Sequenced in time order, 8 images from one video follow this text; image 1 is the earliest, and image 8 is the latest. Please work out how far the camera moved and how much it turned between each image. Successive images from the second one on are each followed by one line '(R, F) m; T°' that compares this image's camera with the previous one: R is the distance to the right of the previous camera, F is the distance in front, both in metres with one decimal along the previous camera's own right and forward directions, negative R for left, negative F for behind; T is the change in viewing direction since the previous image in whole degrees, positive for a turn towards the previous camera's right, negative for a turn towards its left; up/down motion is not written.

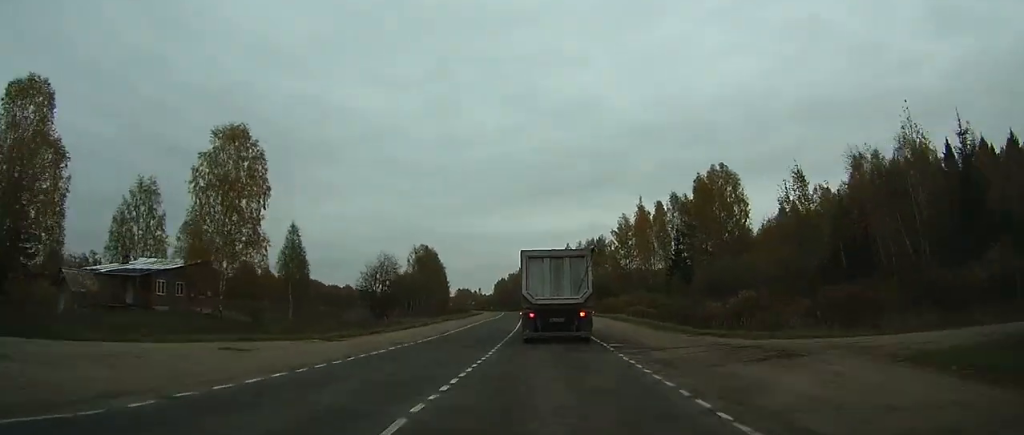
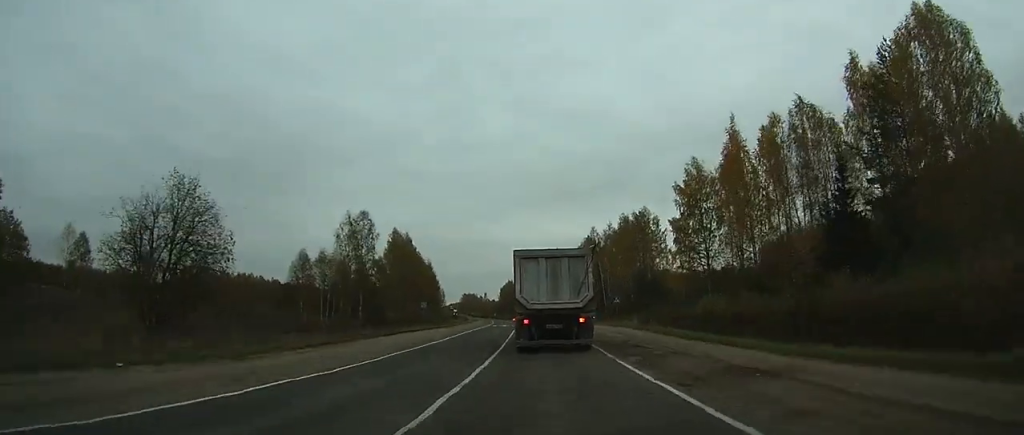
(-1.0, +51.3) m; -2°
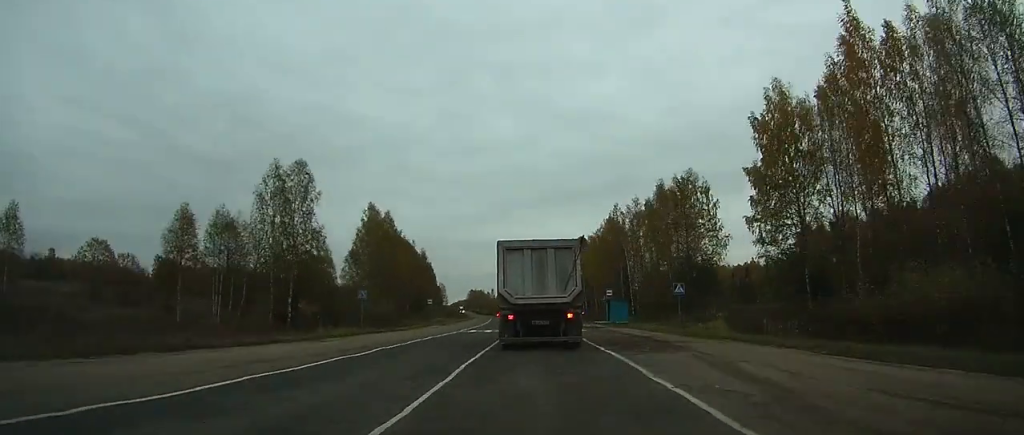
(-0.1, +24.8) m; 0°
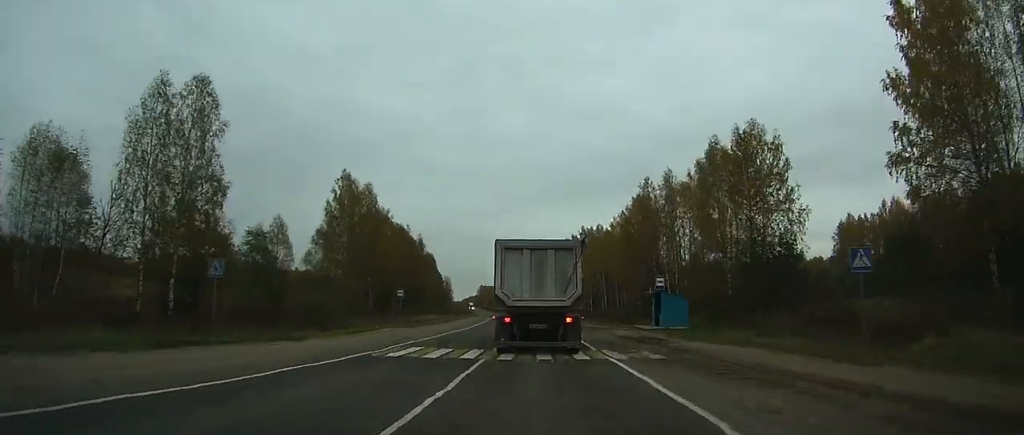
(-0.1, +21.8) m; -1°
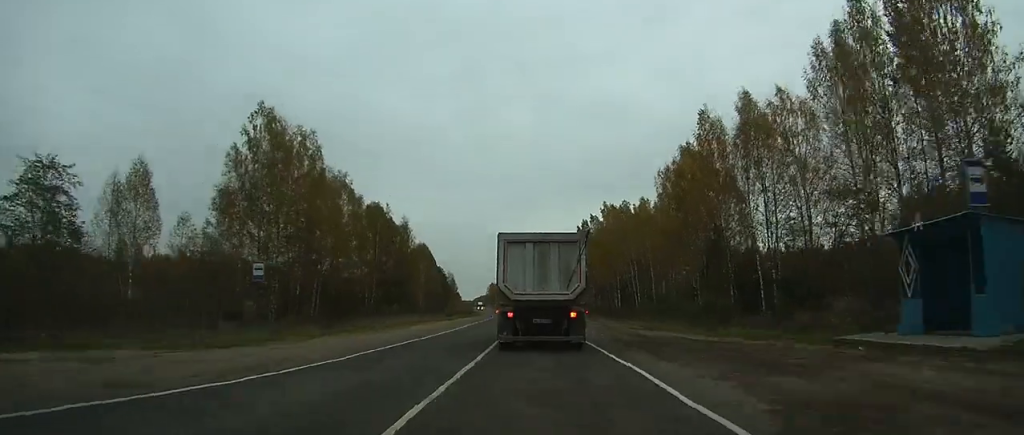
(-0.5, +31.0) m; -2°
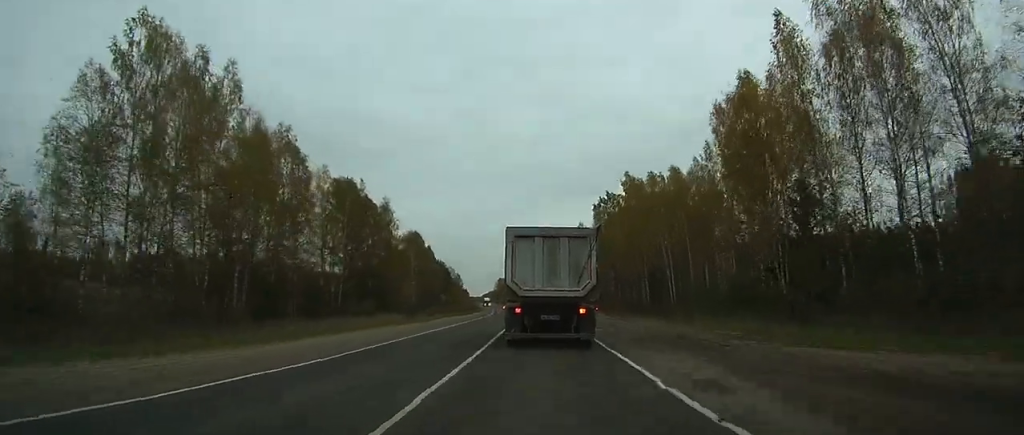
(-0.4, +20.9) m; -1°
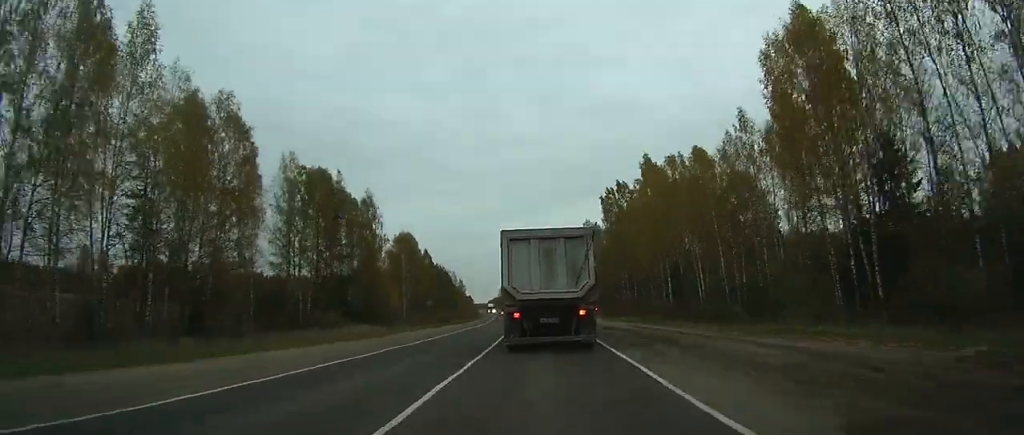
(-0.1, +12.5) m; -1°
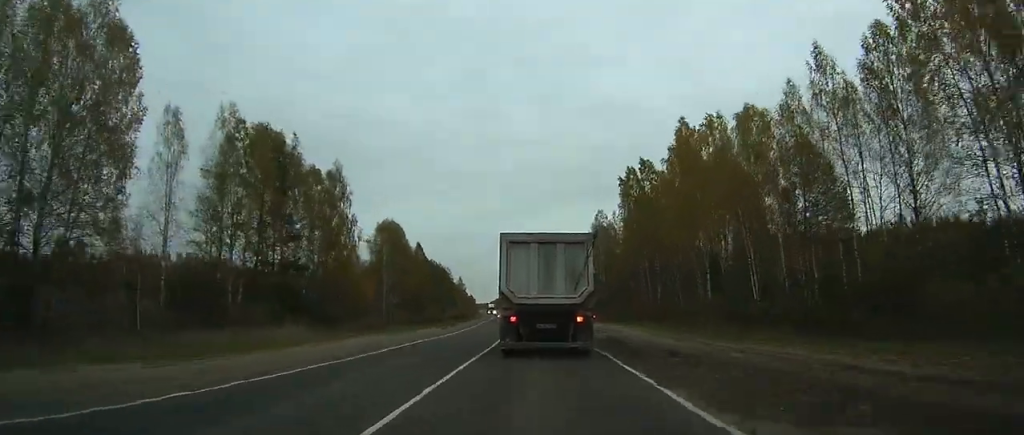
(0.0, +16.3) m; -1°
